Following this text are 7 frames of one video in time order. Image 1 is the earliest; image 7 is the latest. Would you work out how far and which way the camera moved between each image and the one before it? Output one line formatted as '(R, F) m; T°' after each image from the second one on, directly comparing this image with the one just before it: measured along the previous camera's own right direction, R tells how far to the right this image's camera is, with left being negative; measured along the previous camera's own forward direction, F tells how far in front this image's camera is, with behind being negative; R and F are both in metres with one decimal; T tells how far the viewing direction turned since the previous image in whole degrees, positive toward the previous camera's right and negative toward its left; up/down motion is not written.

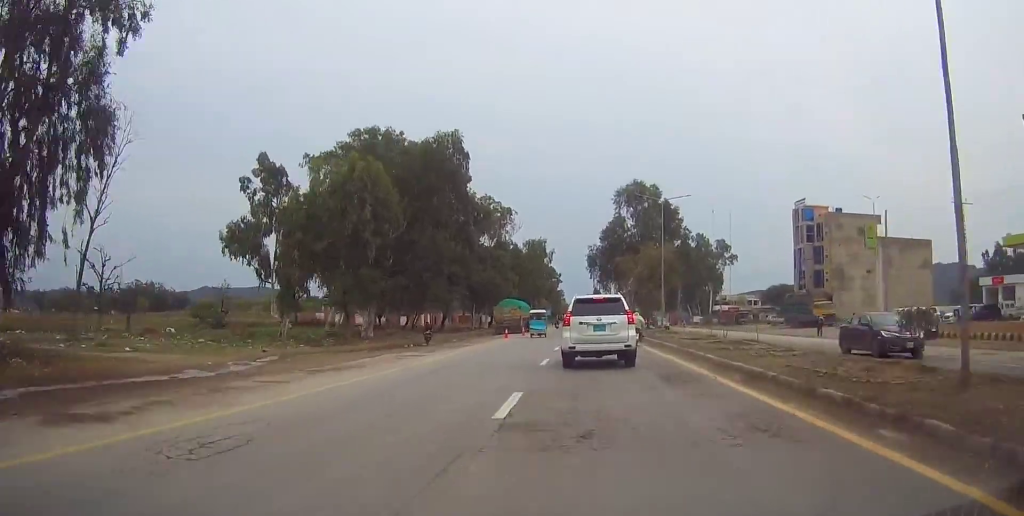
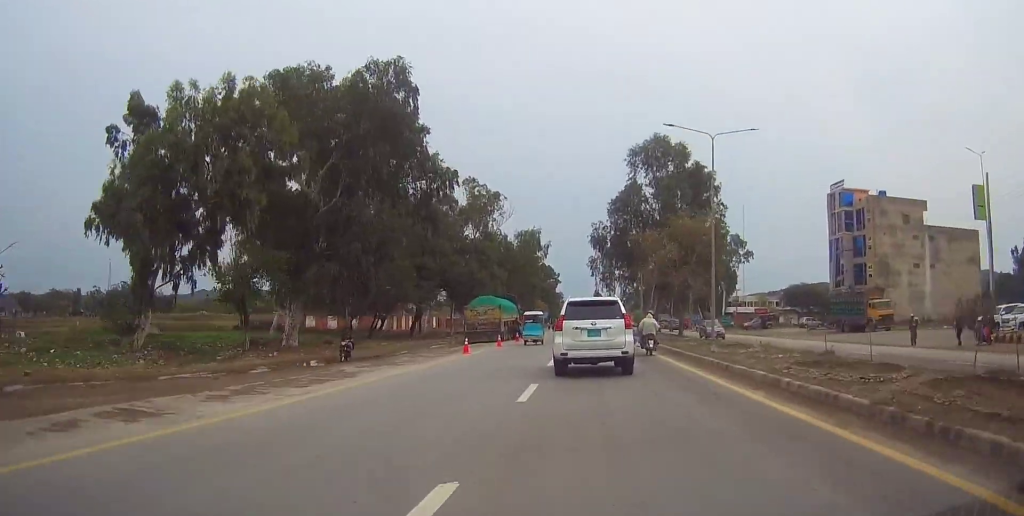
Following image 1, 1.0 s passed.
(0.0, +16.1) m; 0°
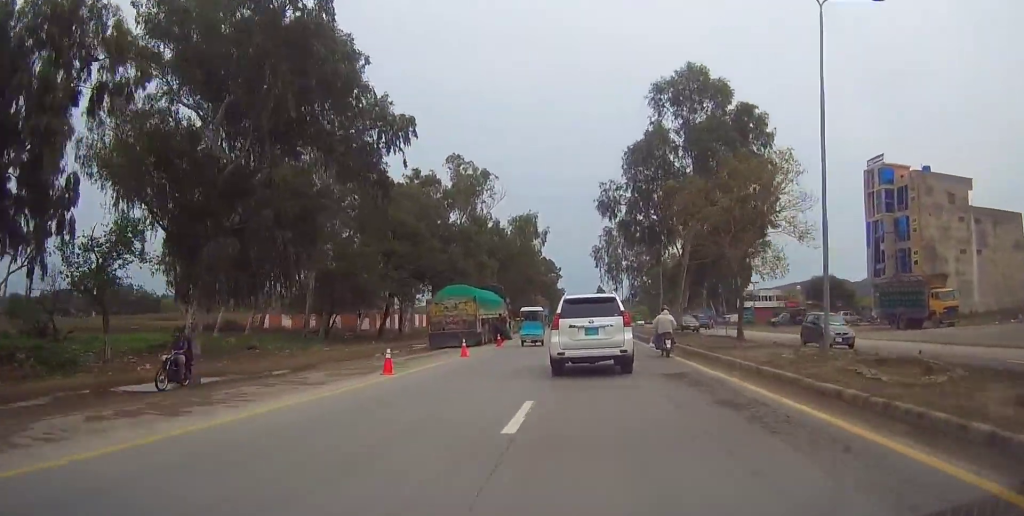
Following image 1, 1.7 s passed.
(0.0, +12.2) m; 0°
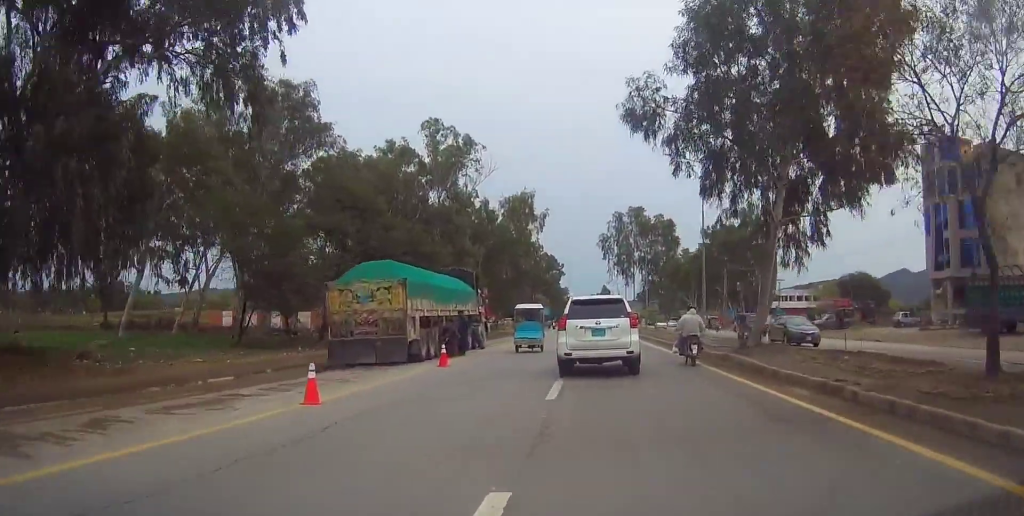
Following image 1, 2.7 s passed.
(-0.1, +14.7) m; 0°
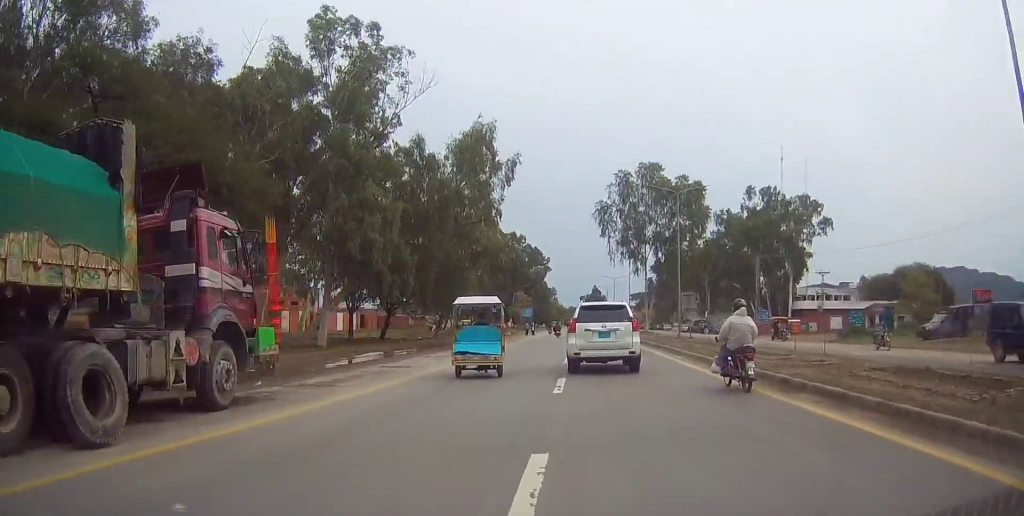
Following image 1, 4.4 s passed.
(+0.2, +26.3) m; 0°
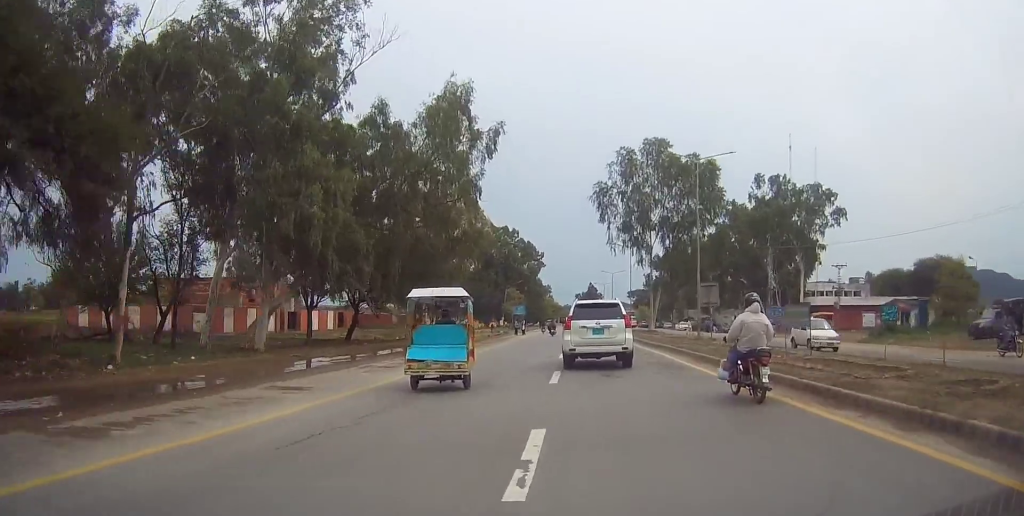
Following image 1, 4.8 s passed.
(0.0, +7.8) m; 0°
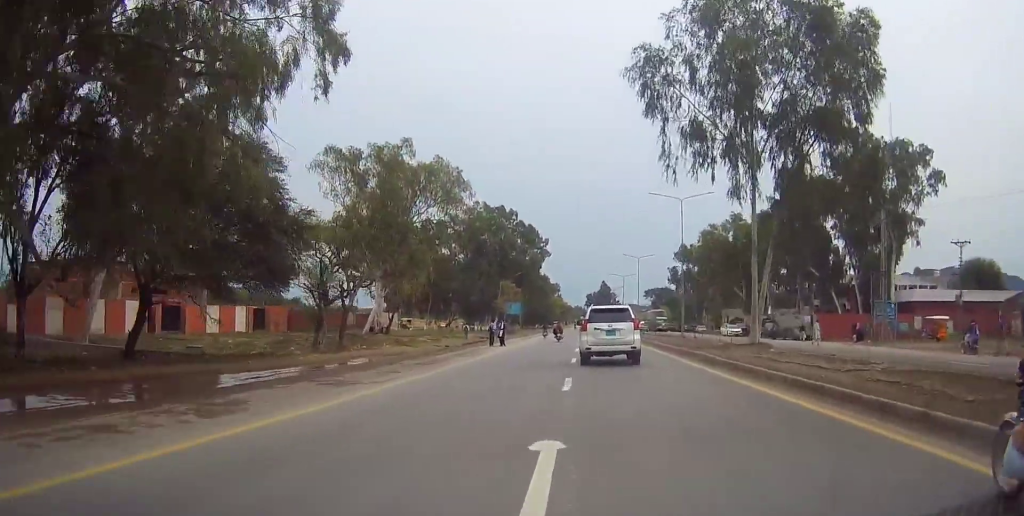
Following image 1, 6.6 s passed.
(-0.4, +27.7) m; +1°
